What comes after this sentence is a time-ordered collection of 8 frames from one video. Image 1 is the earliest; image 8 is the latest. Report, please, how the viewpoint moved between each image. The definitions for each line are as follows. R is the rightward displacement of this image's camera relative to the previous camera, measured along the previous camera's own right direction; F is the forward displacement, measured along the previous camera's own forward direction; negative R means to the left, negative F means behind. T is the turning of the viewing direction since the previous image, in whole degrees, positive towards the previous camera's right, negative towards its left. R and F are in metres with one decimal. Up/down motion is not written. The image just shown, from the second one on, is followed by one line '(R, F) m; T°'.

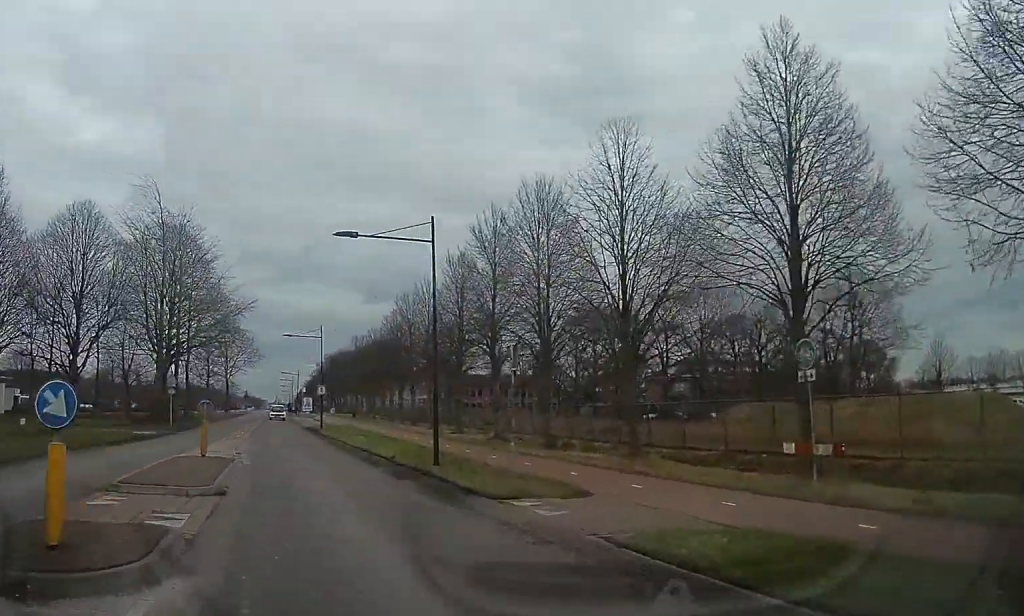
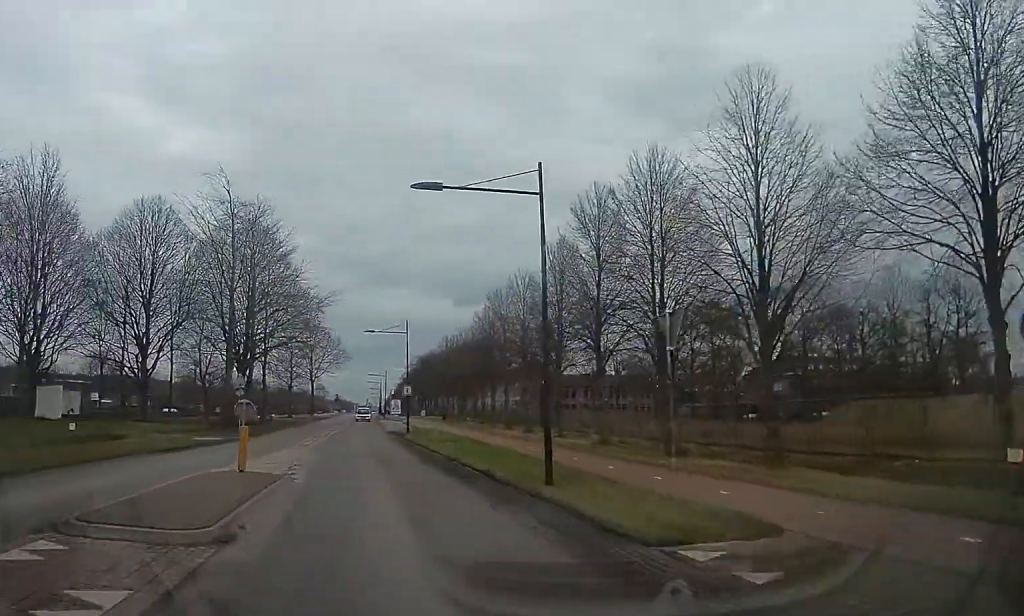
(+0.1, +4.3) m; -1°
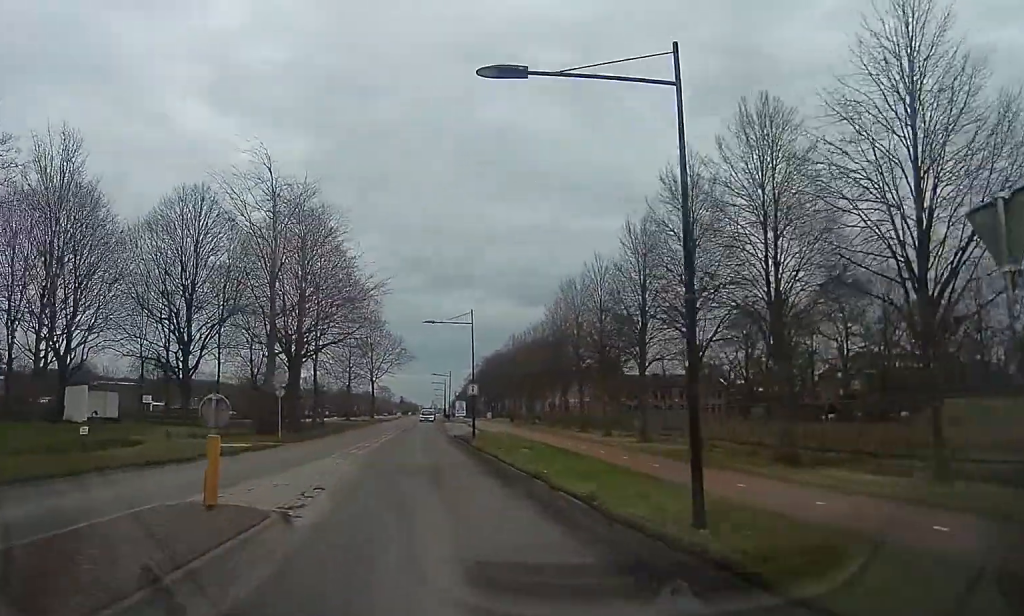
(0.0, +4.3) m; -6°
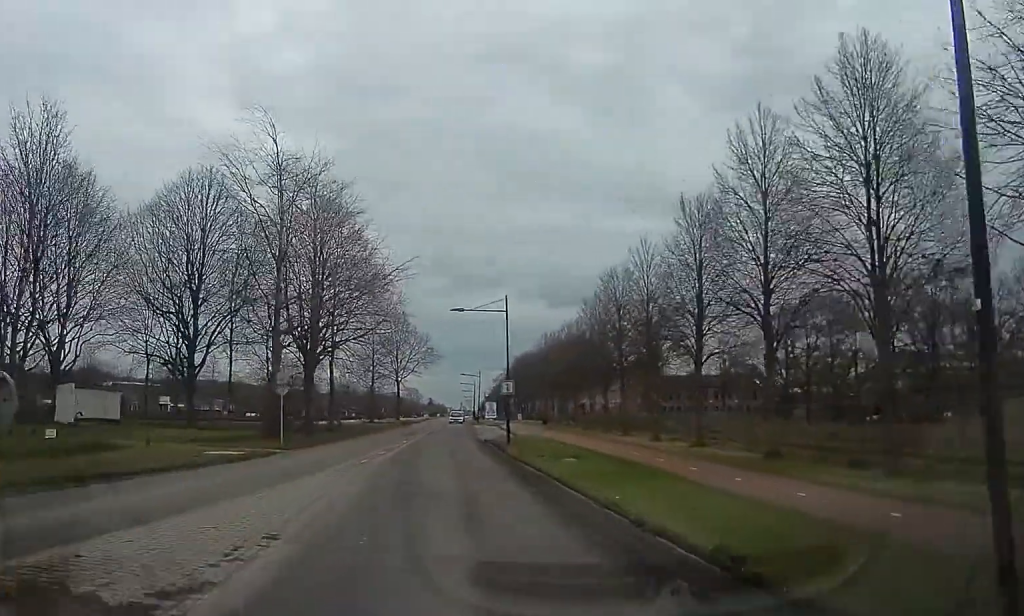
(-0.4, +4.1) m; -4°
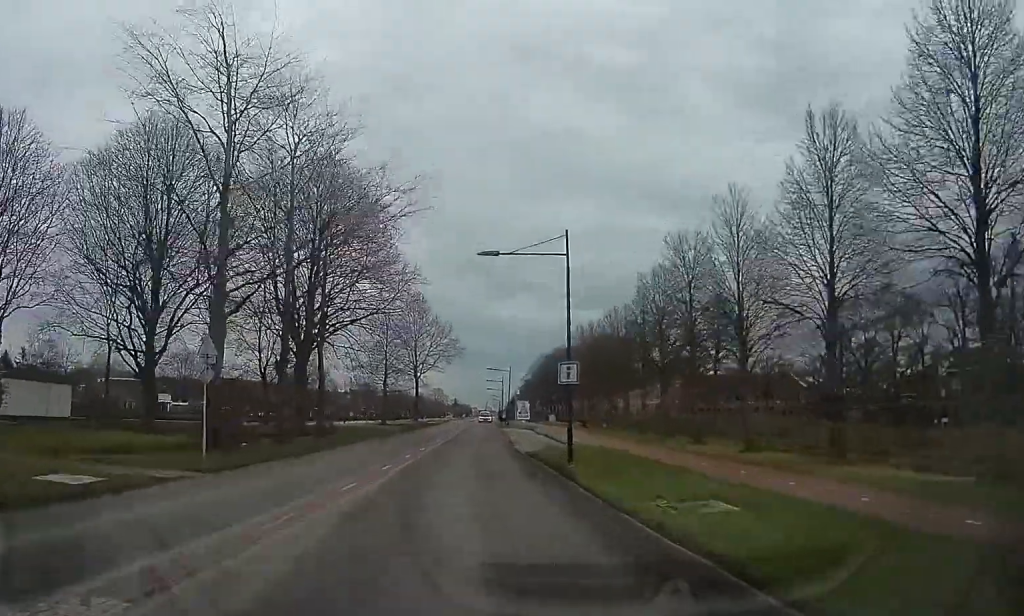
(-0.3, +9.3) m; -2°
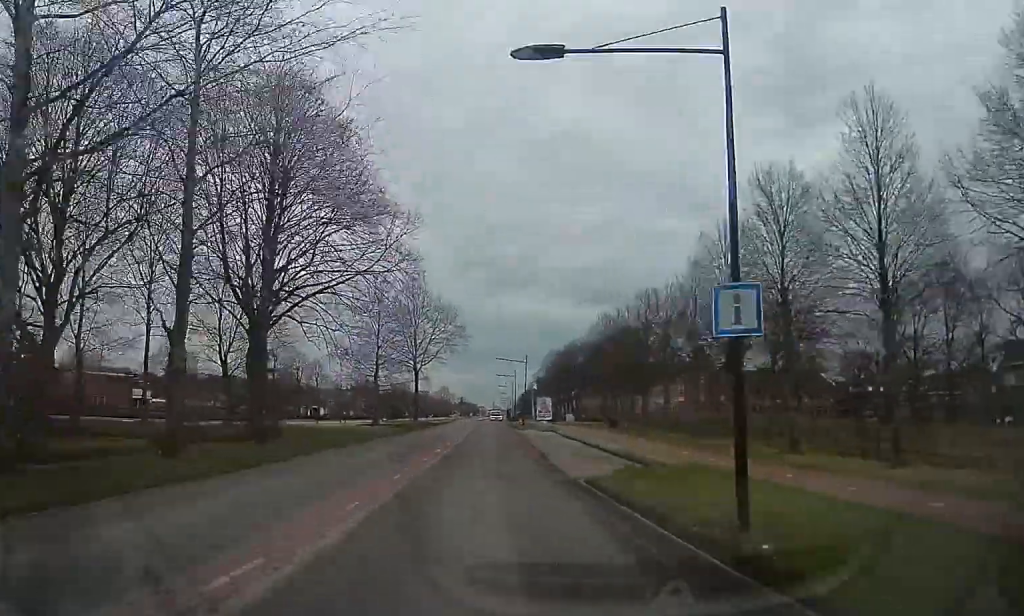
(0.0, +10.1) m; 0°
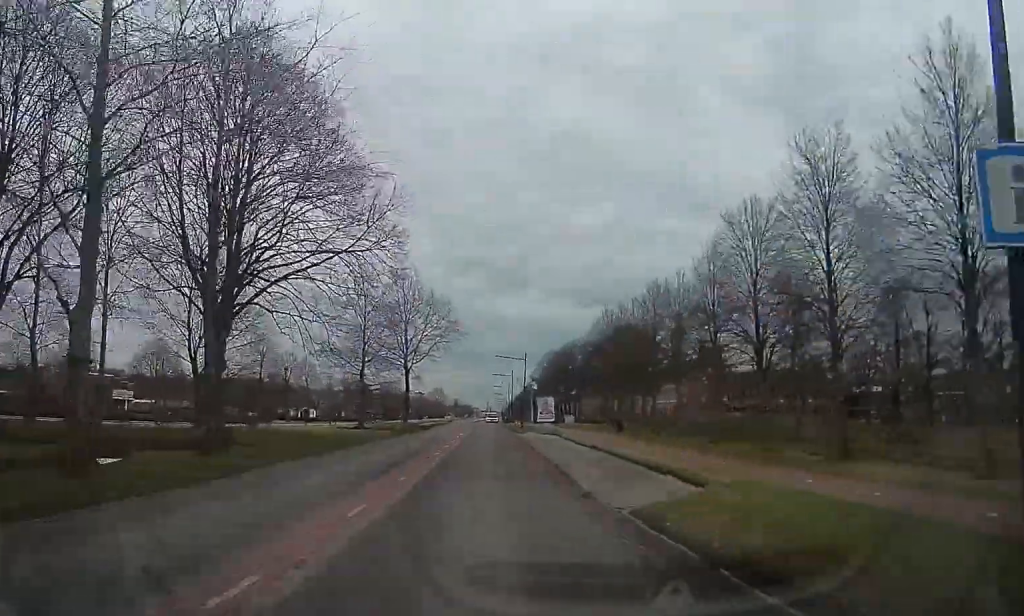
(0.0, +4.3) m; 0°
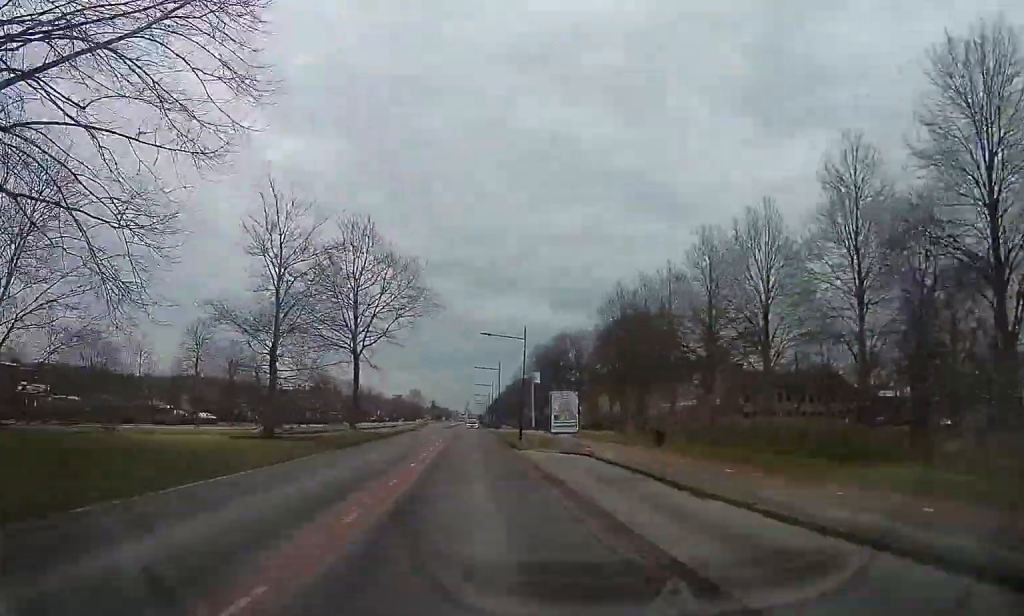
(0.0, +17.2) m; 0°
